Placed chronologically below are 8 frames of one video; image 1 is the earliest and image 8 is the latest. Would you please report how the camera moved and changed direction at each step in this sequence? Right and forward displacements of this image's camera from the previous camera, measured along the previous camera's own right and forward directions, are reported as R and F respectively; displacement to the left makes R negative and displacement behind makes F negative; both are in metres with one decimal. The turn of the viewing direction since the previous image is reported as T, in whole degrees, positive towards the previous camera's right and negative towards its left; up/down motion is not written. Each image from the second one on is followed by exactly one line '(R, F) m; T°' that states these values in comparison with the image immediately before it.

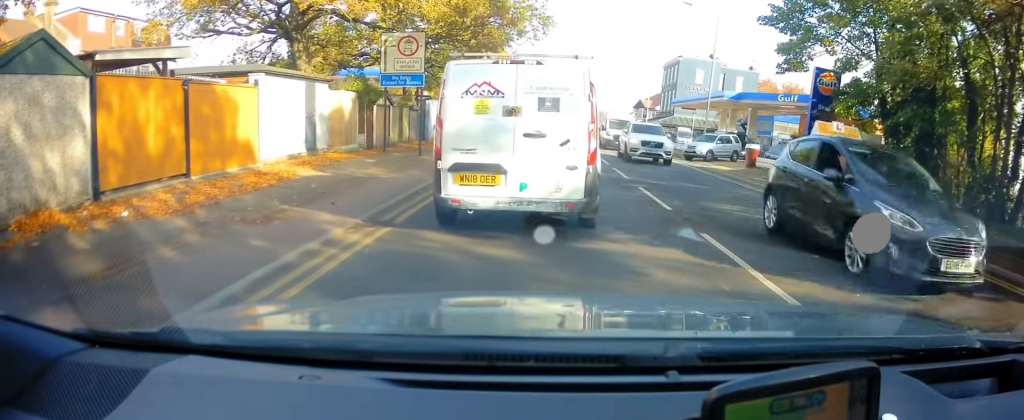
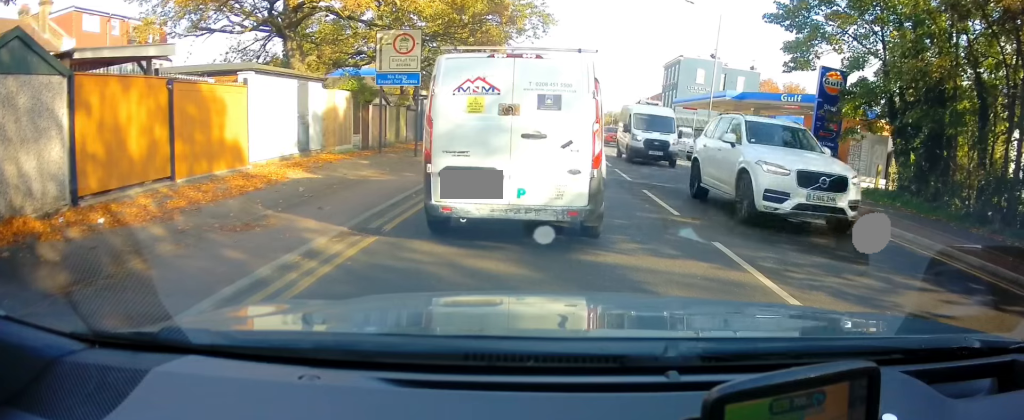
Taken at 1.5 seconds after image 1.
(-0.2, +0.7) m; 0°
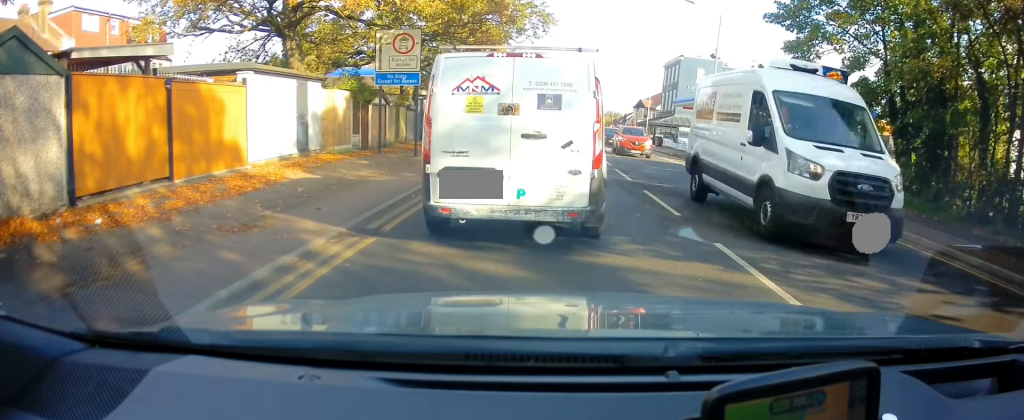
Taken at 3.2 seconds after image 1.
(-0.1, +0.2) m; 0°
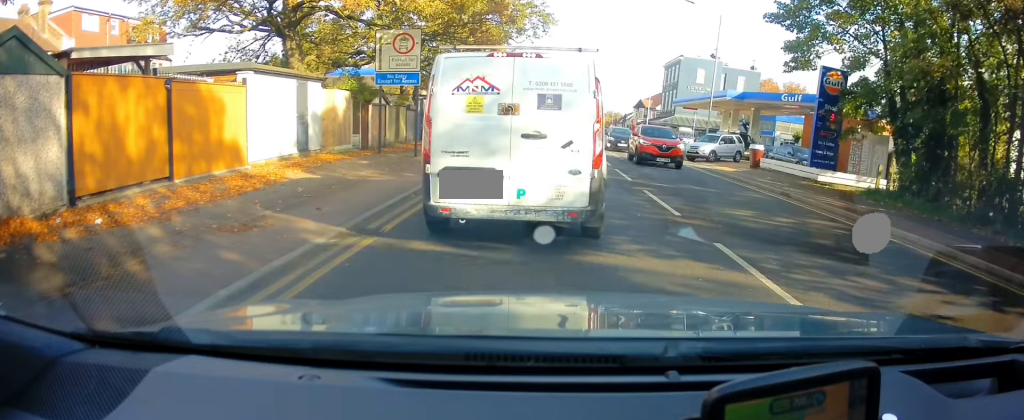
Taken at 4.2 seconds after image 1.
(0.0, 0.0) m; 0°
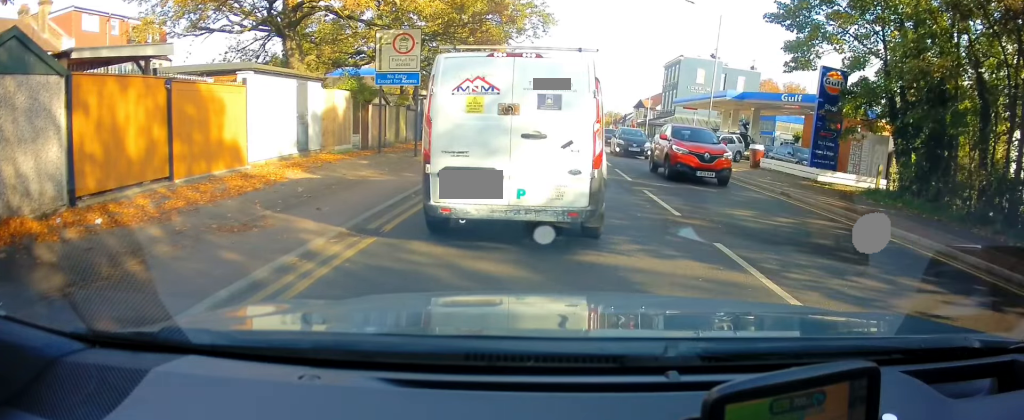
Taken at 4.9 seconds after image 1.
(0.0, 0.0) m; 0°
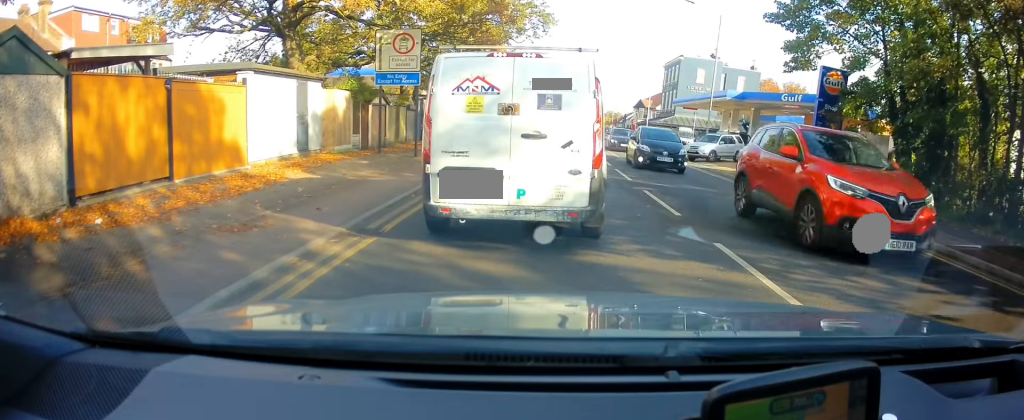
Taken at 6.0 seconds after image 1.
(0.0, 0.0) m; 0°
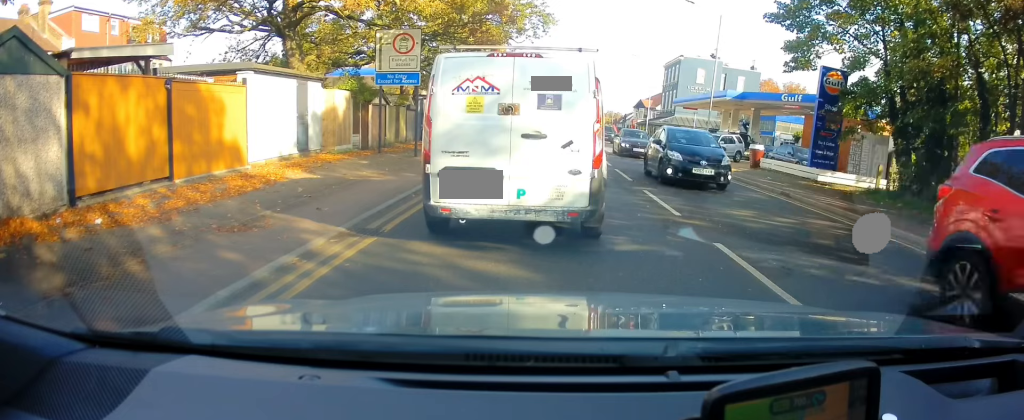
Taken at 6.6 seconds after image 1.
(0.0, 0.0) m; 0°
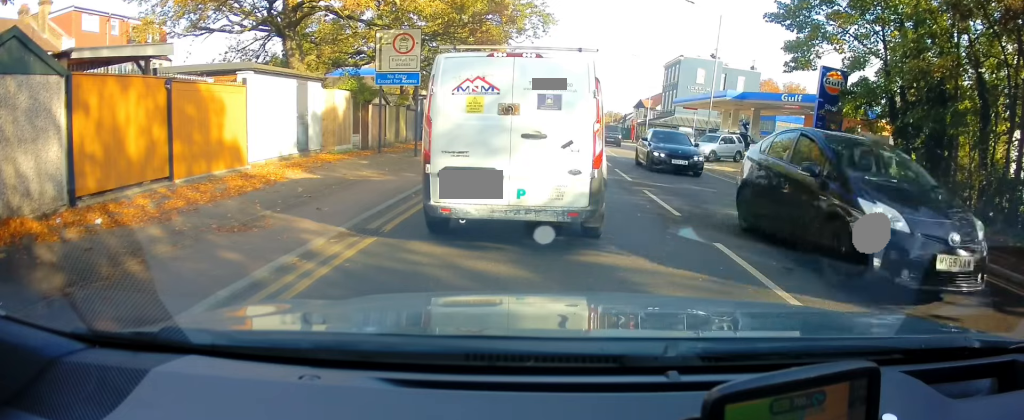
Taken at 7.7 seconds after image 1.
(0.0, 0.0) m; 0°
